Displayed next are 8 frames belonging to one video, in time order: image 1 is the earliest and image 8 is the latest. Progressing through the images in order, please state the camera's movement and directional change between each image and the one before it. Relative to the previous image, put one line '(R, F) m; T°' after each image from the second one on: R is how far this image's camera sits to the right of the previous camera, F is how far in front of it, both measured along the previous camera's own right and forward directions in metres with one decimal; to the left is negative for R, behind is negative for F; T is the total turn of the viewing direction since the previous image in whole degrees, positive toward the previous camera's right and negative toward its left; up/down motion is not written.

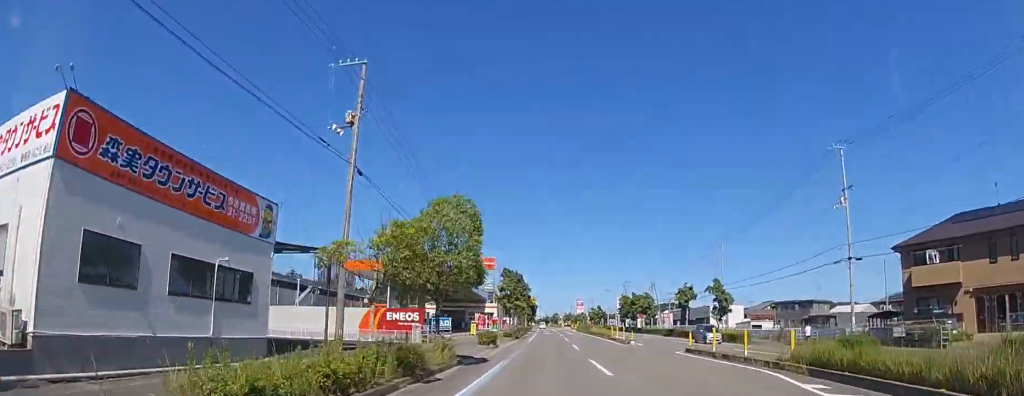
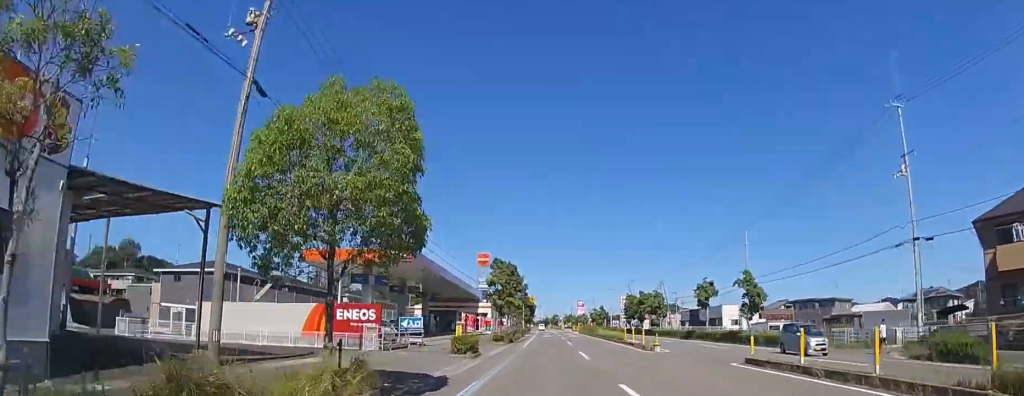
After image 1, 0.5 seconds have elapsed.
(0.0, +8.6) m; 0°
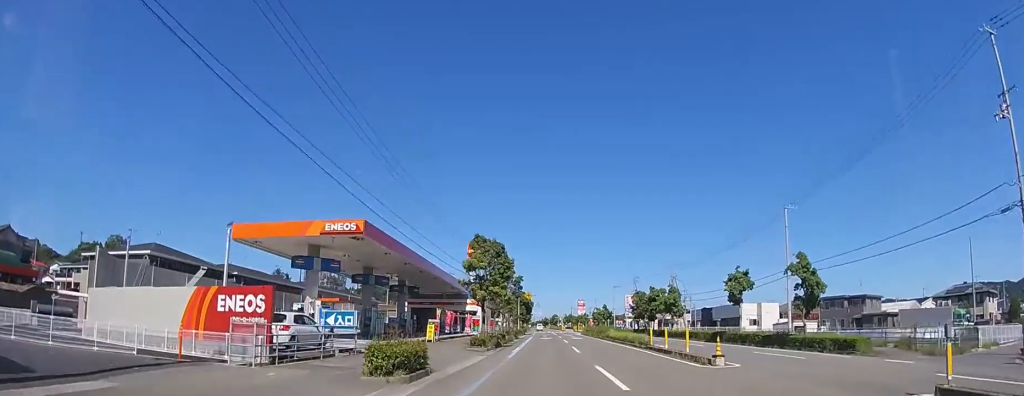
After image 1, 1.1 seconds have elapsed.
(0.0, +10.3) m; 0°
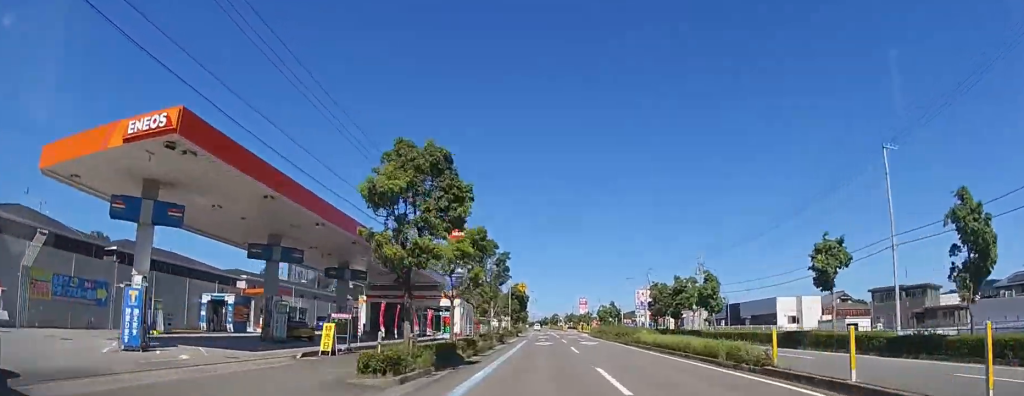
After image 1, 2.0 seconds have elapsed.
(0.0, +15.5) m; 0°
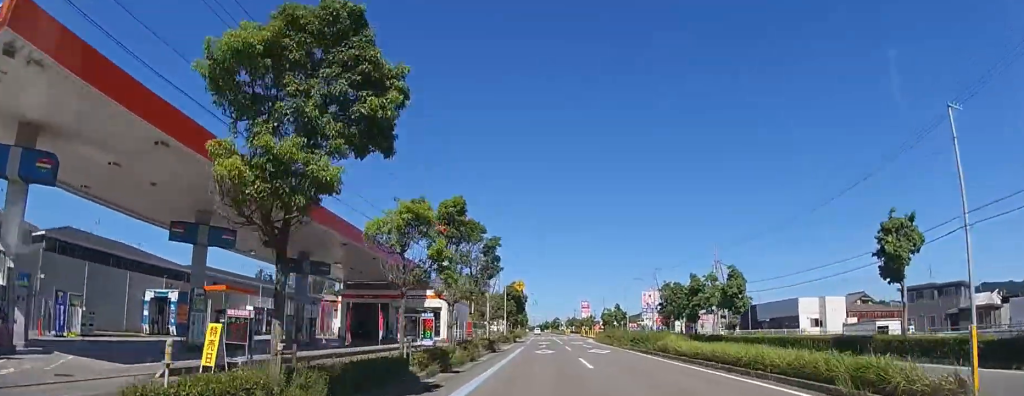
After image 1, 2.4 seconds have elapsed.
(0.0, +7.5) m; 0°
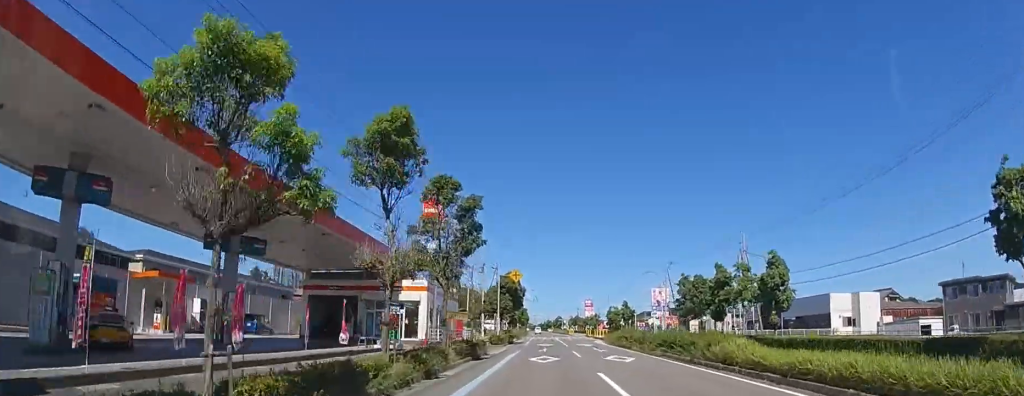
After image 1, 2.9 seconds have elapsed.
(0.0, +8.1) m; 0°
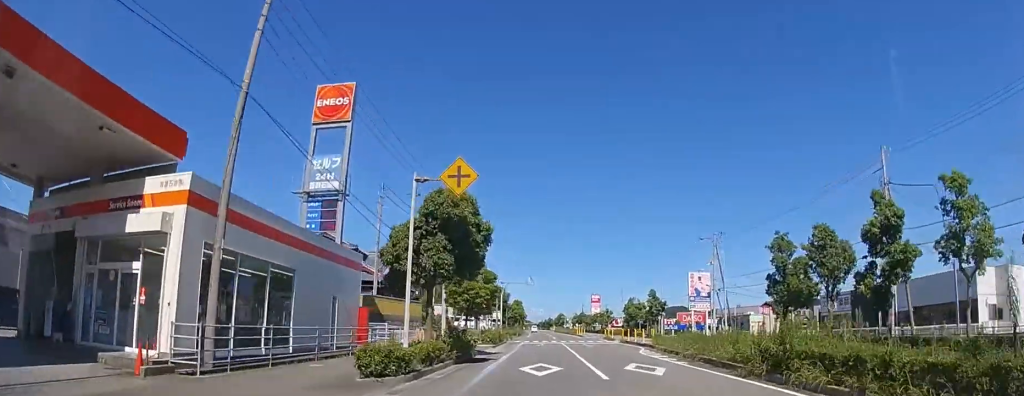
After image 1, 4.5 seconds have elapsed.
(0.0, +27.1) m; 0°
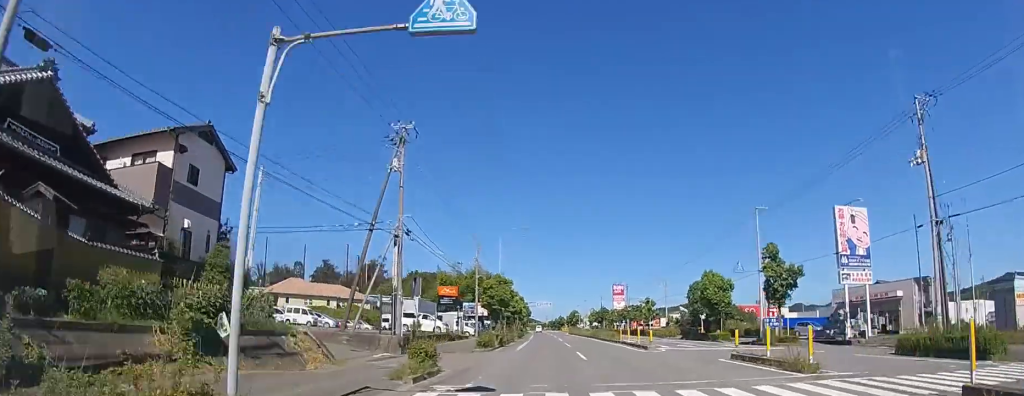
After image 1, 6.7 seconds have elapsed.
(-0.1, +38.3) m; -1°
